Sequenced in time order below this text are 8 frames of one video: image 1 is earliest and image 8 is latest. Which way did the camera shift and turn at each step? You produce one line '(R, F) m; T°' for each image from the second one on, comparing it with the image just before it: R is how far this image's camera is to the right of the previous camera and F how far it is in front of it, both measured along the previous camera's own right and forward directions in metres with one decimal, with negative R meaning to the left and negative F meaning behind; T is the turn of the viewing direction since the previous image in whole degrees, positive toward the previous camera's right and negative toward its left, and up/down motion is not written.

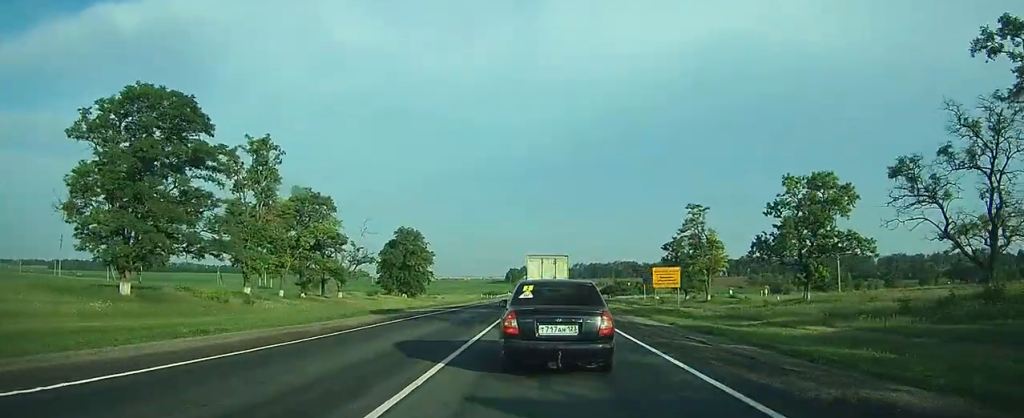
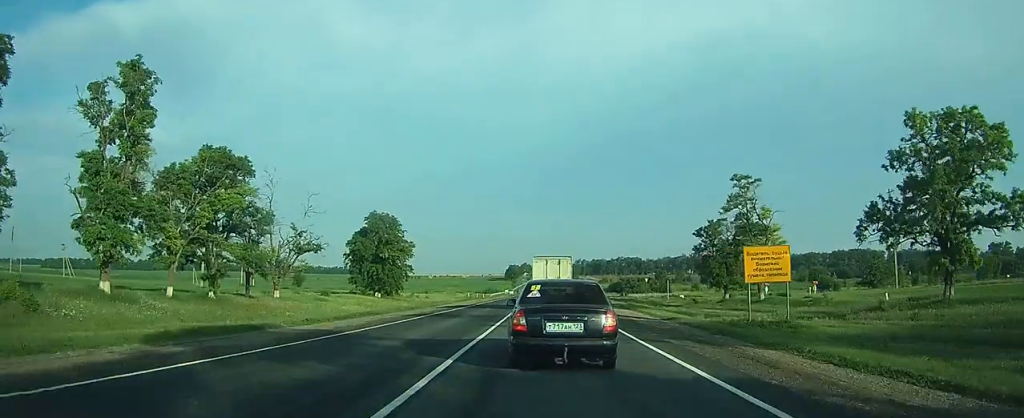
(0.0, +19.9) m; 0°
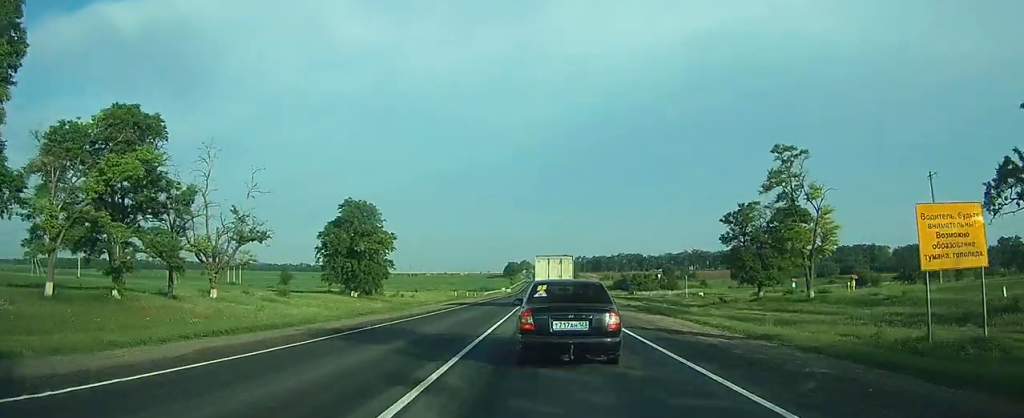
(0.0, +12.1) m; 0°
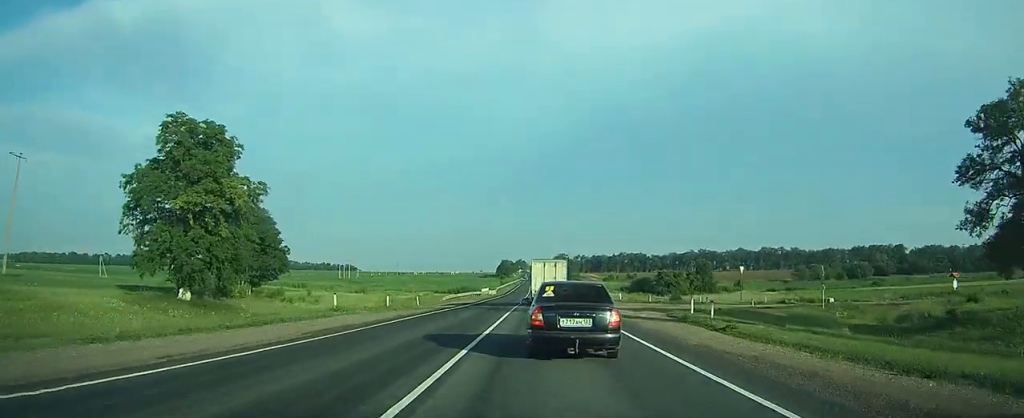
(0.0, +39.4) m; 0°
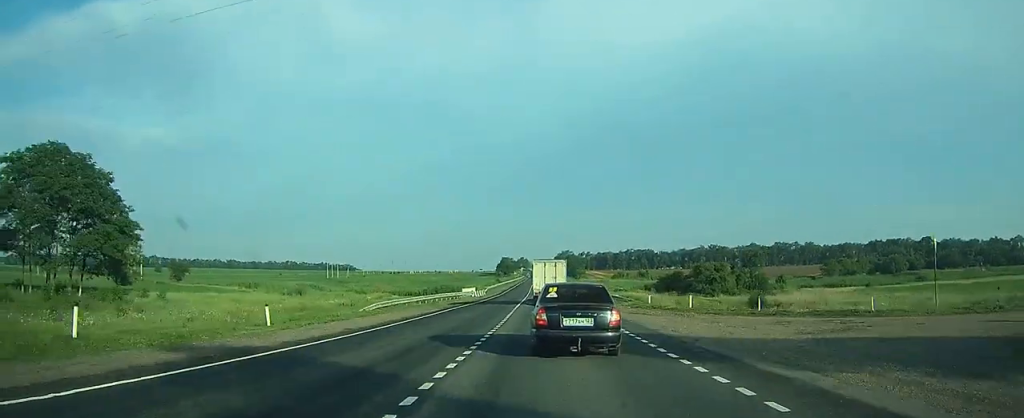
(0.0, +27.1) m; 0°
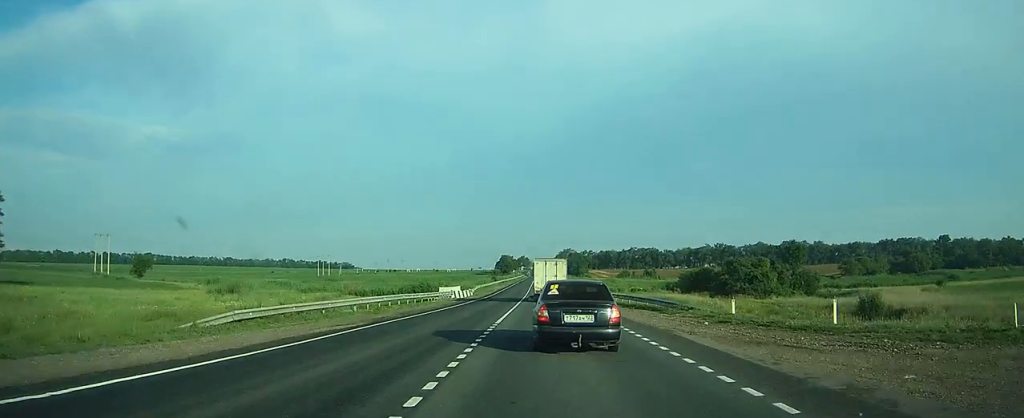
(0.0, +16.6) m; 0°
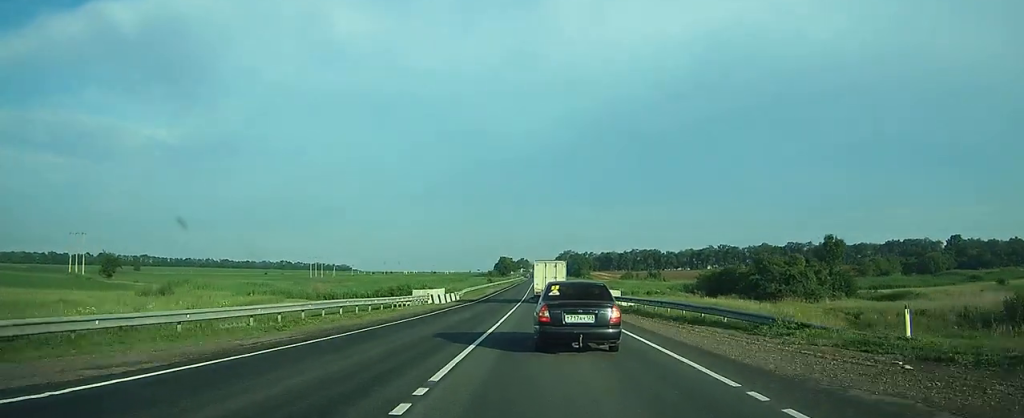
(0.0, +11.0) m; 0°
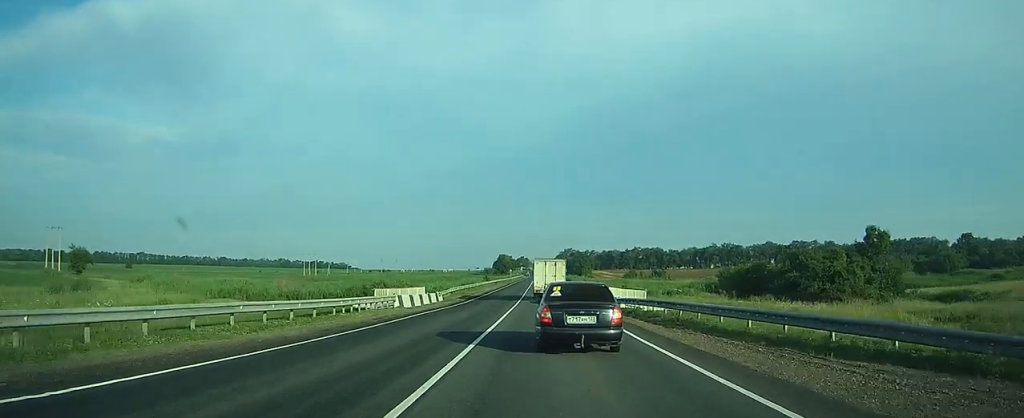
(0.0, +9.8) m; 0°
